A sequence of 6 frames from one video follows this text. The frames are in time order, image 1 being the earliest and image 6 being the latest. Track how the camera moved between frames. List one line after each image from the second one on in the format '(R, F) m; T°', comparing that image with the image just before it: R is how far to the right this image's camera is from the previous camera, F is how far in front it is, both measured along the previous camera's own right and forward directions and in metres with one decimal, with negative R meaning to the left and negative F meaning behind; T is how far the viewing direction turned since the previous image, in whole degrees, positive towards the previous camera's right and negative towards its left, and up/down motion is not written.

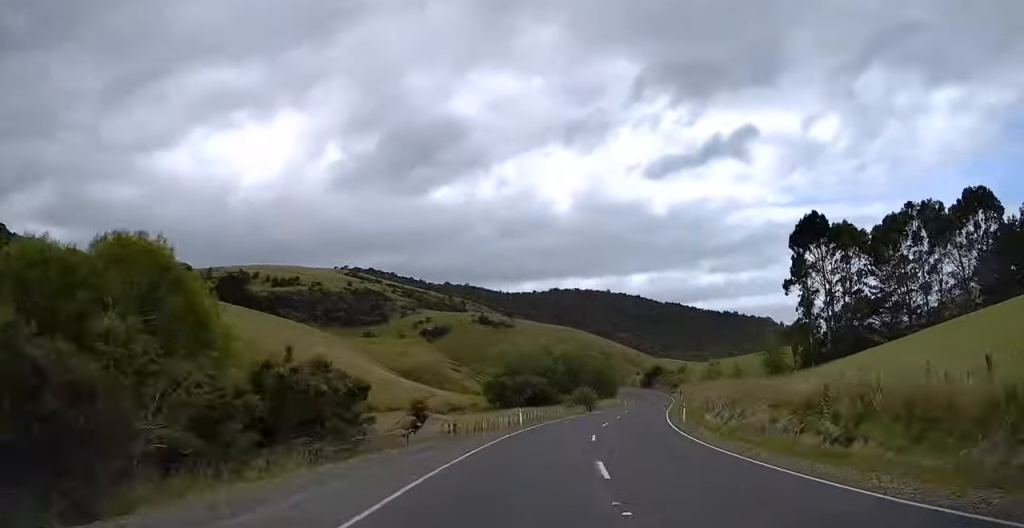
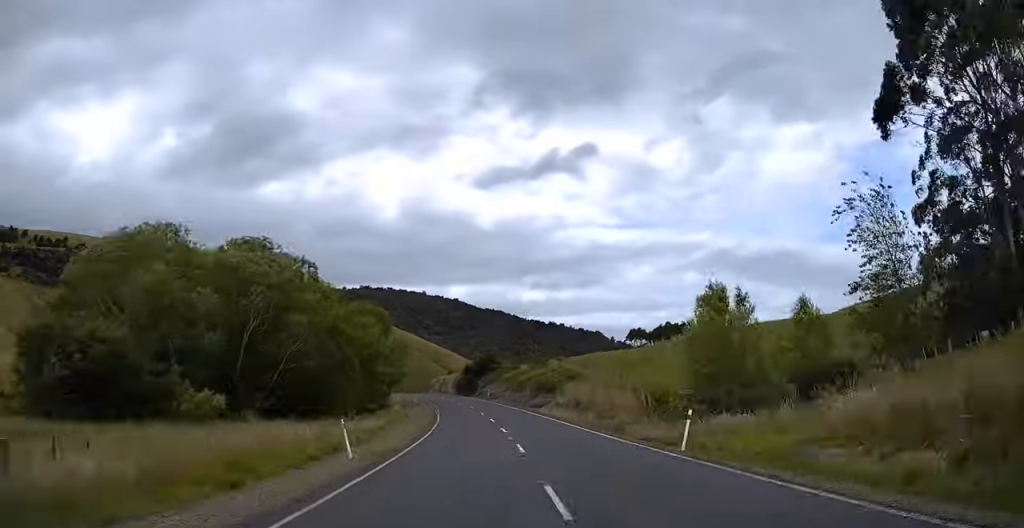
(+2.0, +86.0) m; +3°
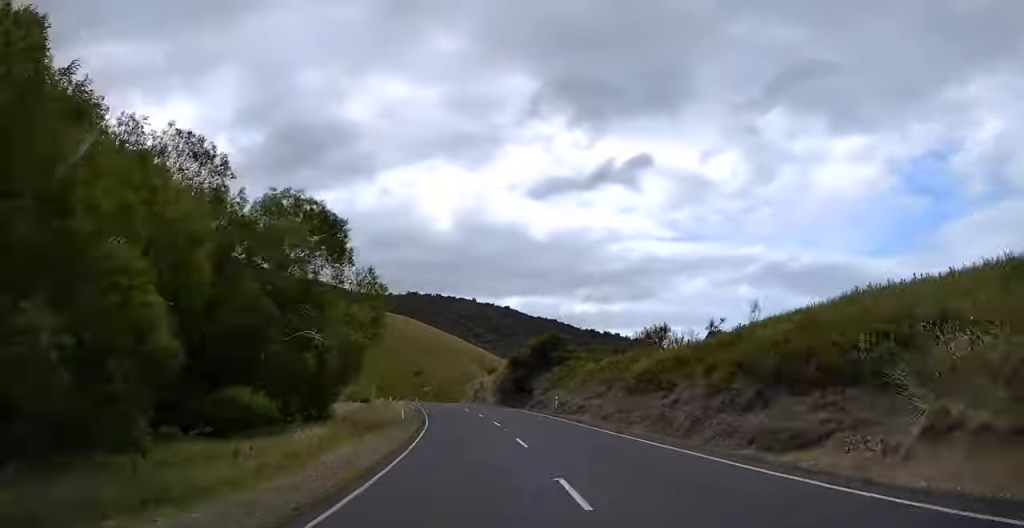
(+0.8, +38.1) m; 0°
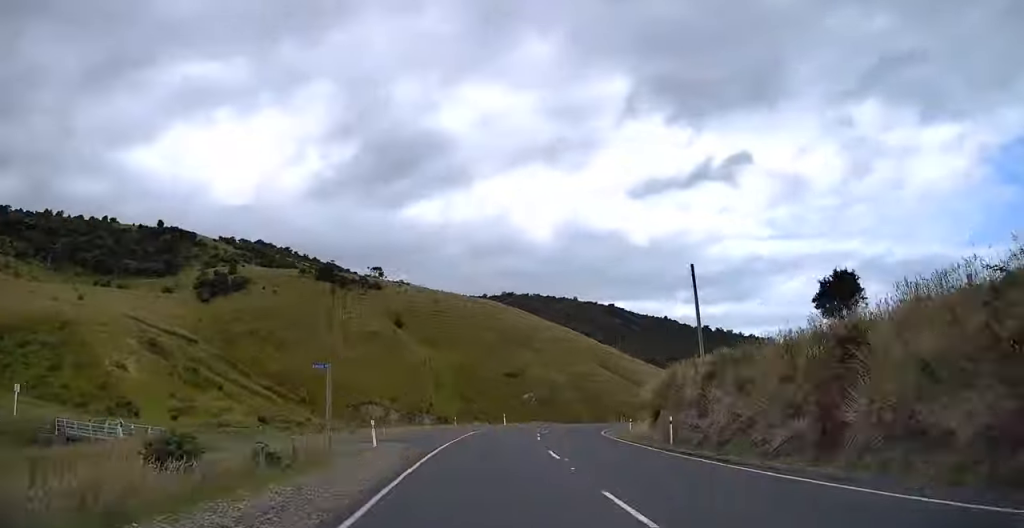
(+0.3, +68.6) m; +6°
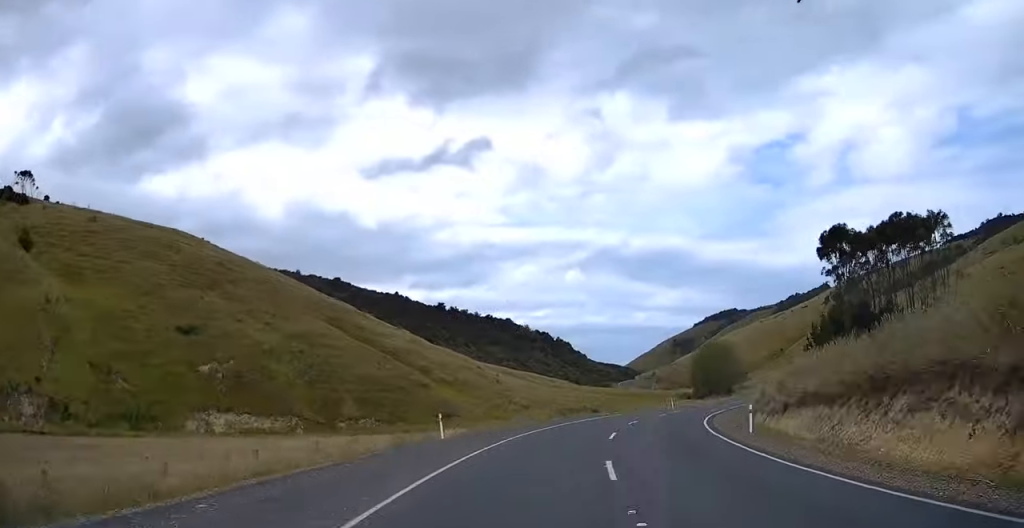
(+4.0, +65.6) m; +17°
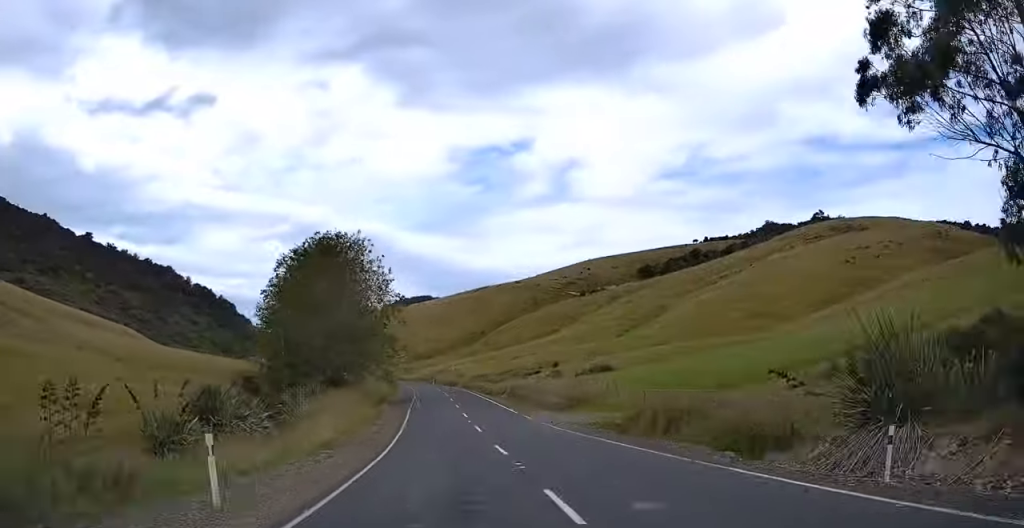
(+36.1, +112.7) m; +19°
